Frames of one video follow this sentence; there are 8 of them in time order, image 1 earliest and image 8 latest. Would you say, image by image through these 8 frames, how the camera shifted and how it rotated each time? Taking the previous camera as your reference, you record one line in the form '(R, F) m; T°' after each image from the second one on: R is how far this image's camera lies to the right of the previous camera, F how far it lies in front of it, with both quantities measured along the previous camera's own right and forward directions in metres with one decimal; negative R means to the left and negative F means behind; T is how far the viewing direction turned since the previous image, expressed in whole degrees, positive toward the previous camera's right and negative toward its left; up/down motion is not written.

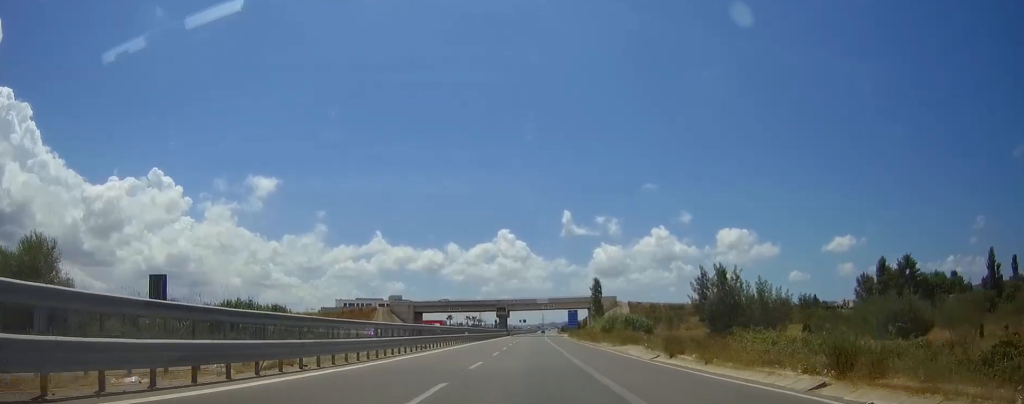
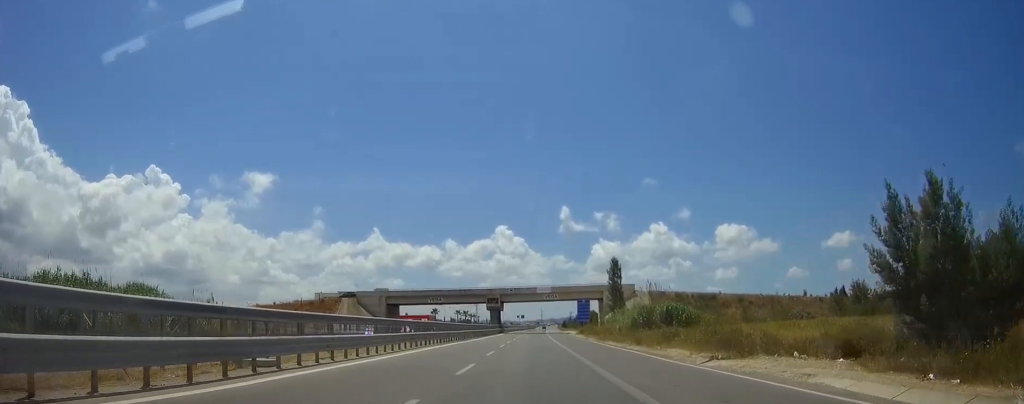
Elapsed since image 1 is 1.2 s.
(-0.1, +28.8) m; 0°
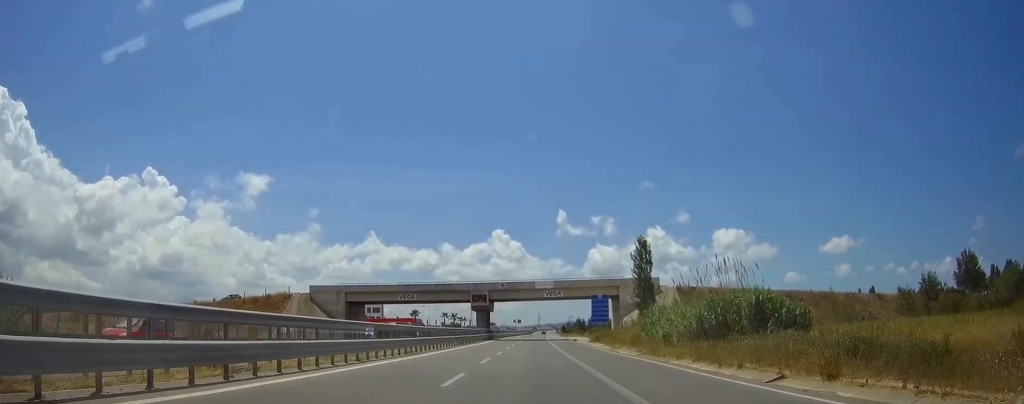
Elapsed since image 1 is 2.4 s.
(+0.1, +26.4) m; +1°
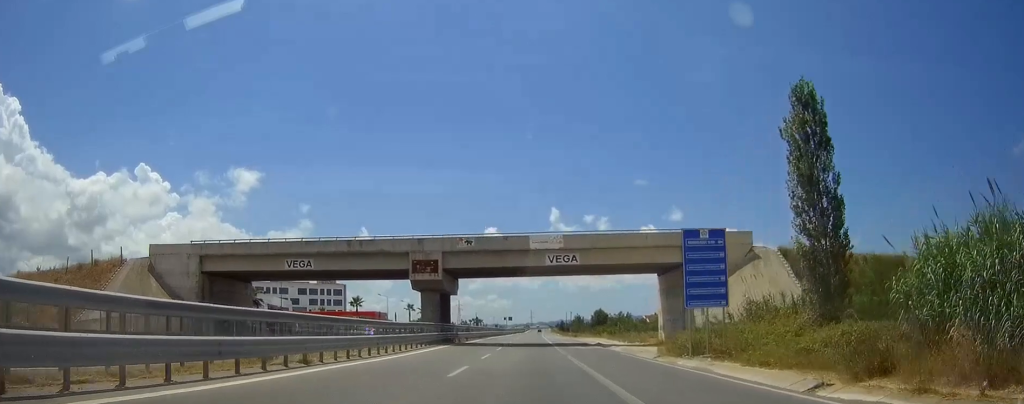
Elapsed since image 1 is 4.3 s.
(+0.2, +44.9) m; +1°
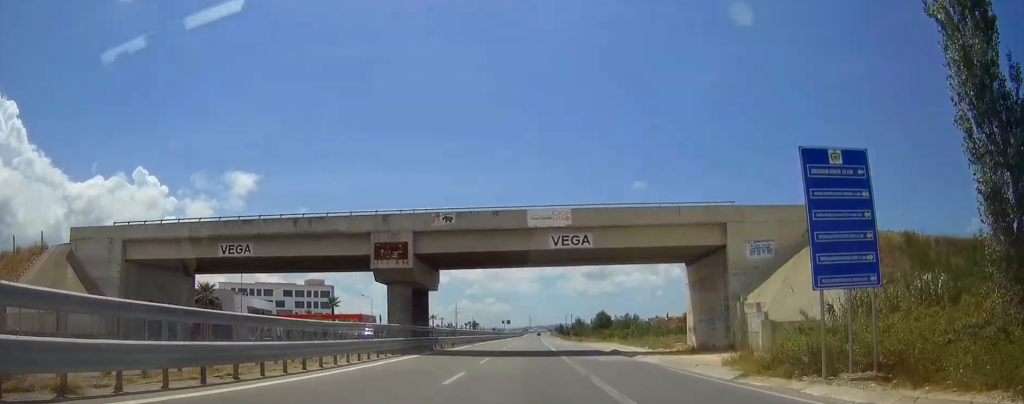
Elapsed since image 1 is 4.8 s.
(-0.1, +12.3) m; 0°
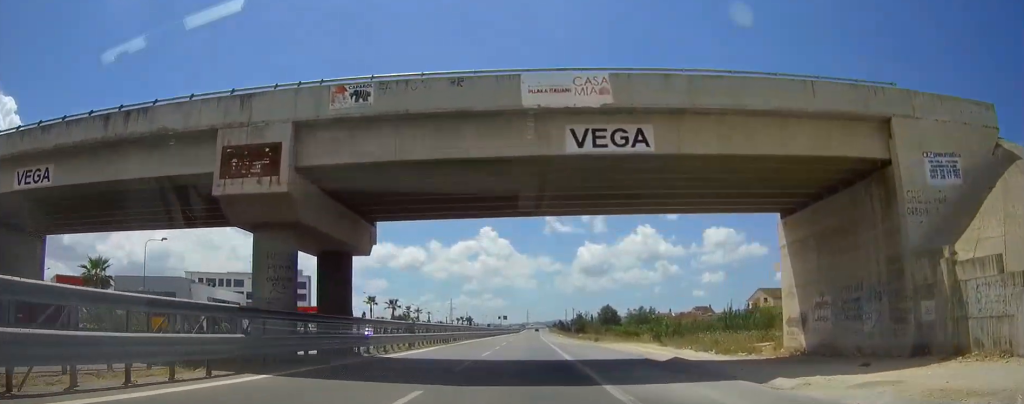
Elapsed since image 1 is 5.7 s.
(+0.2, +20.6) m; 0°
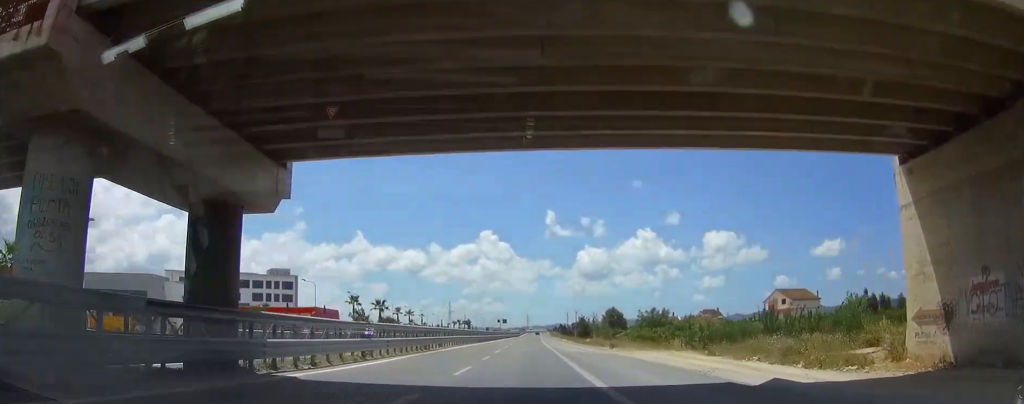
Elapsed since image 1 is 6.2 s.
(0.0, +11.4) m; 0°
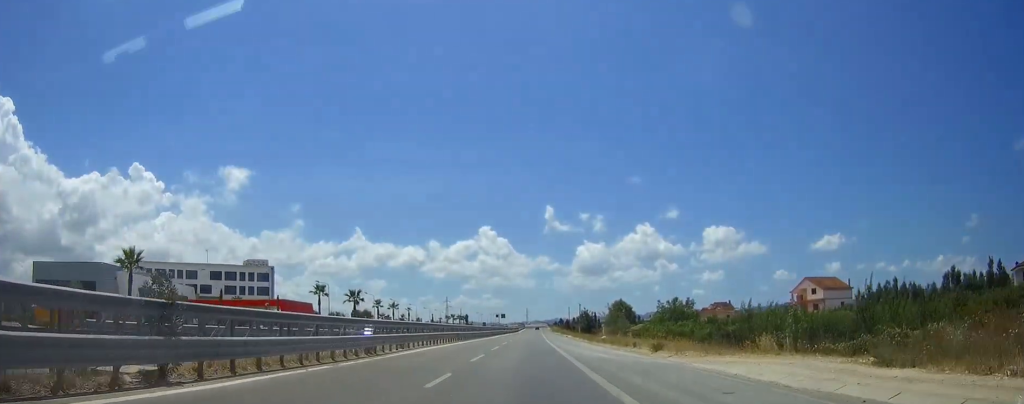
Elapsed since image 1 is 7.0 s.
(0.0, +16.6) m; 0°
